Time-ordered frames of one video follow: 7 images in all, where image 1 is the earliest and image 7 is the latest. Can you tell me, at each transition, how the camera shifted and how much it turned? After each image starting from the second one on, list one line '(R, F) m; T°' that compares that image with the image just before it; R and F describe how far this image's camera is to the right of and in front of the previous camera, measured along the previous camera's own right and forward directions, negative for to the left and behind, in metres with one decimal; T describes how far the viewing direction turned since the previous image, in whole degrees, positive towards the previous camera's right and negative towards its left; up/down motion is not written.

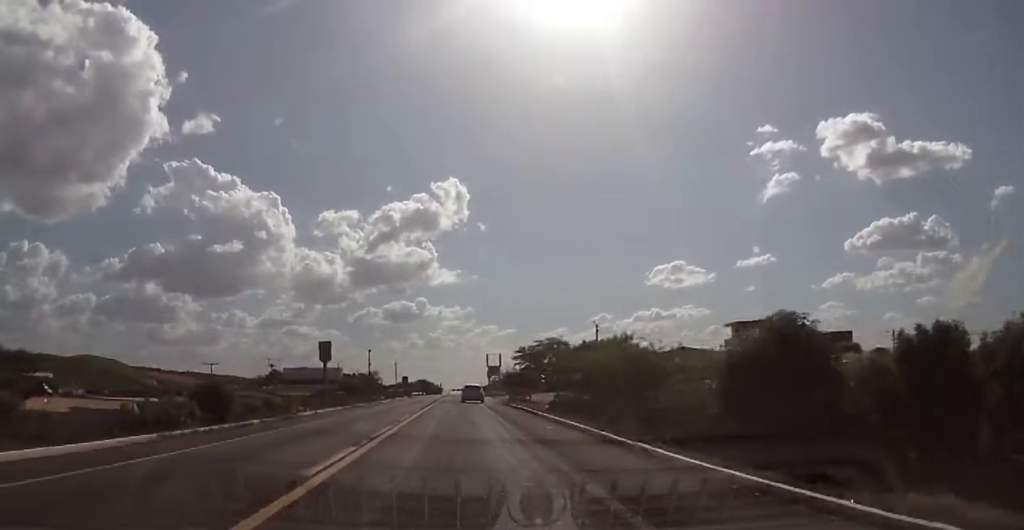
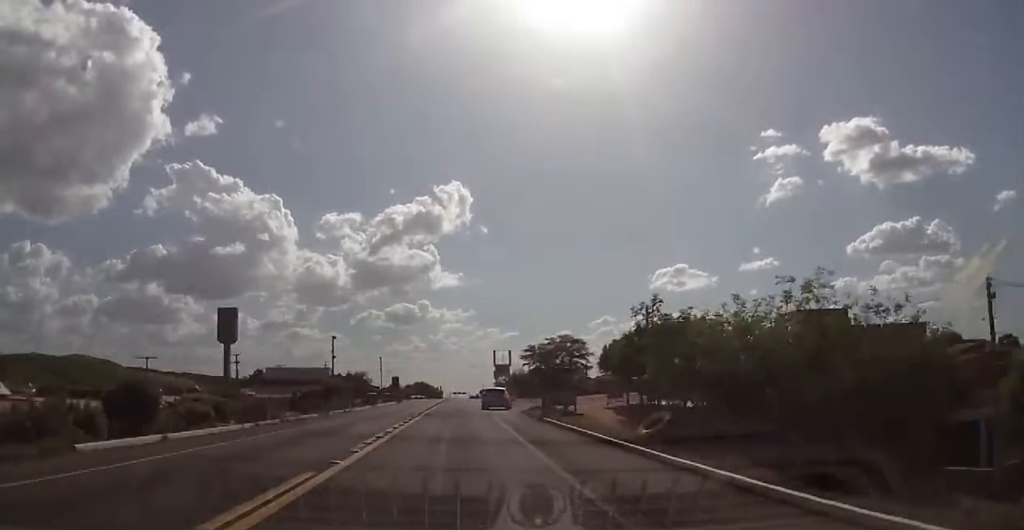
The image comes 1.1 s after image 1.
(-0.7, +21.2) m; -1°
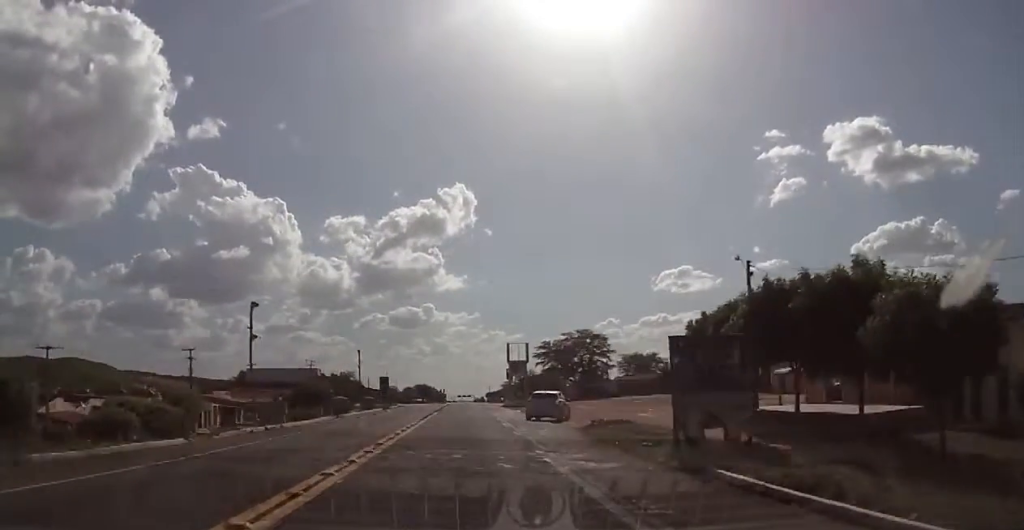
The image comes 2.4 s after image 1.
(+0.4, +20.5) m; +1°
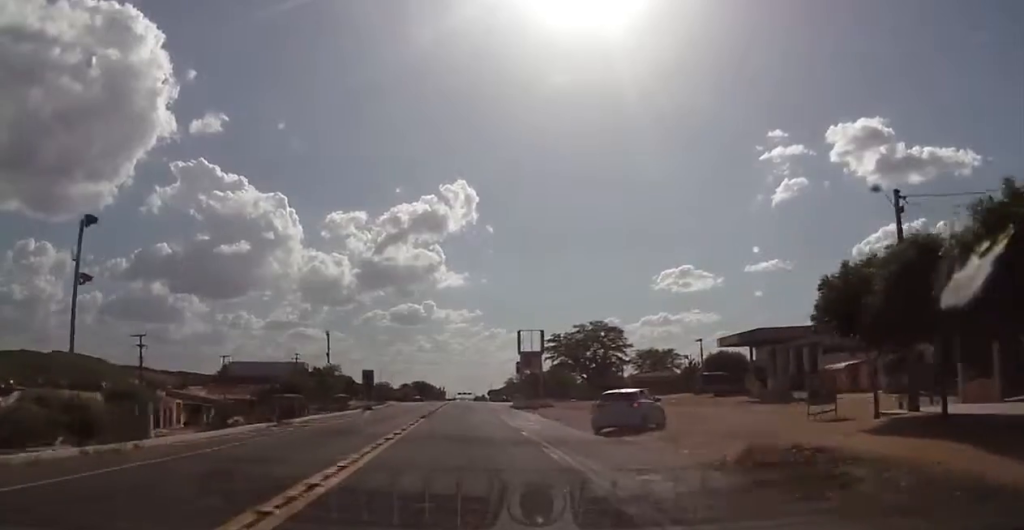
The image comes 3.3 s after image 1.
(-0.2, +13.7) m; -1°
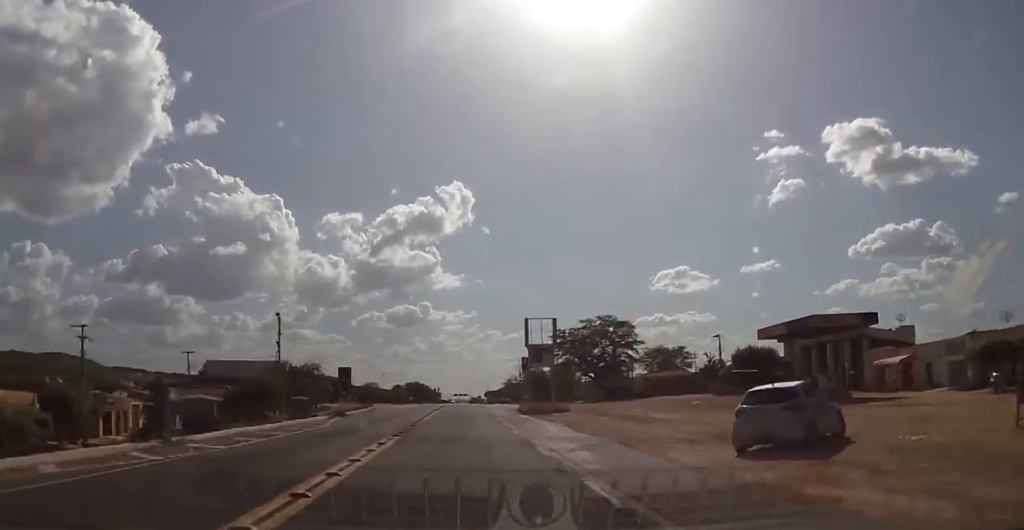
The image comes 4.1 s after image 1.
(+0.1, +10.8) m; 0°
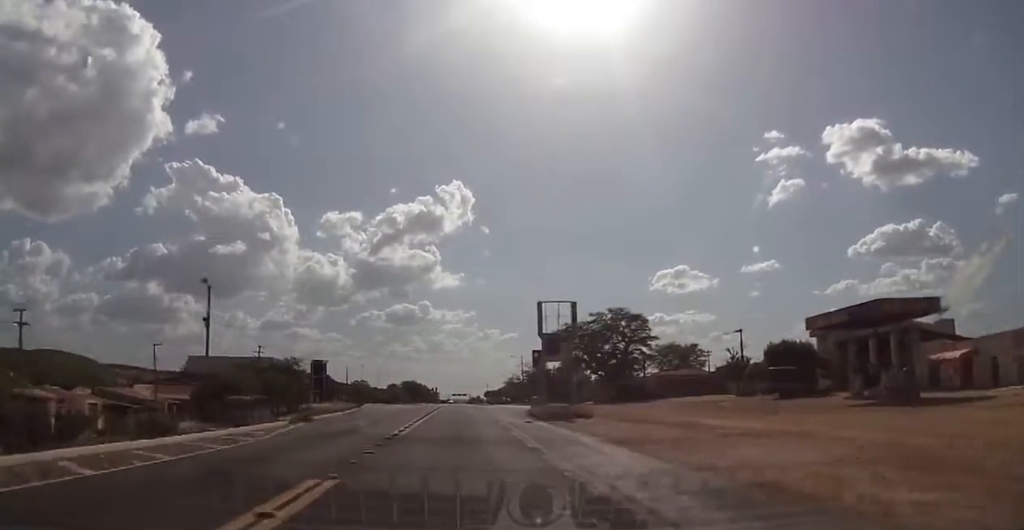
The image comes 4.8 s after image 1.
(0.0, +9.2) m; 0°
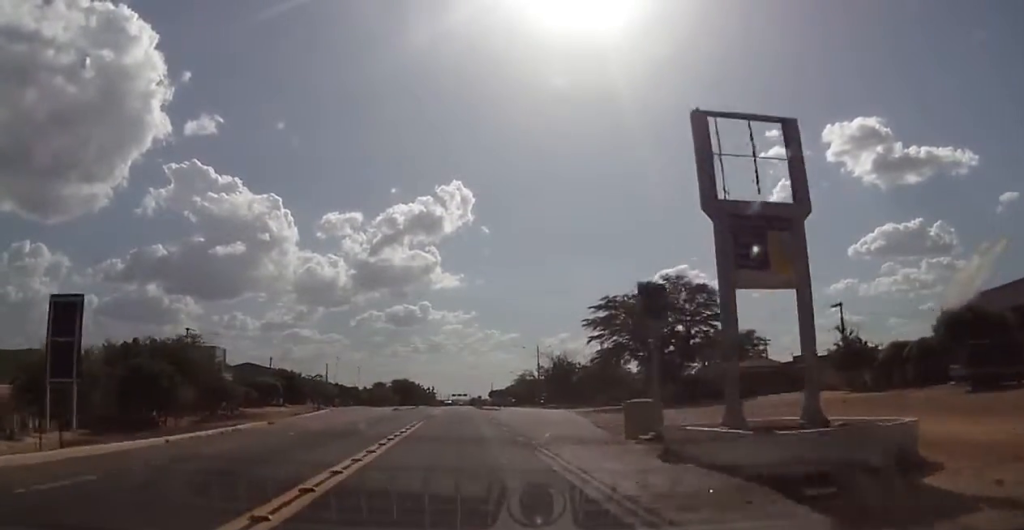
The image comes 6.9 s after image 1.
(+0.4, +28.8) m; +1°
